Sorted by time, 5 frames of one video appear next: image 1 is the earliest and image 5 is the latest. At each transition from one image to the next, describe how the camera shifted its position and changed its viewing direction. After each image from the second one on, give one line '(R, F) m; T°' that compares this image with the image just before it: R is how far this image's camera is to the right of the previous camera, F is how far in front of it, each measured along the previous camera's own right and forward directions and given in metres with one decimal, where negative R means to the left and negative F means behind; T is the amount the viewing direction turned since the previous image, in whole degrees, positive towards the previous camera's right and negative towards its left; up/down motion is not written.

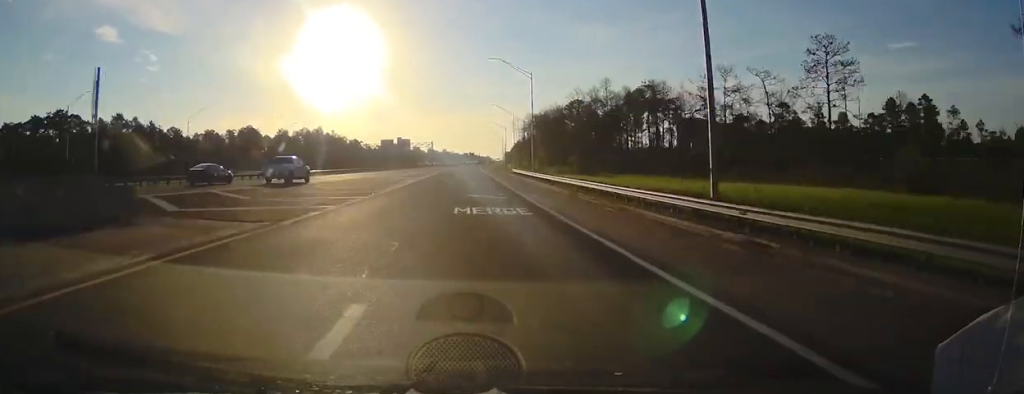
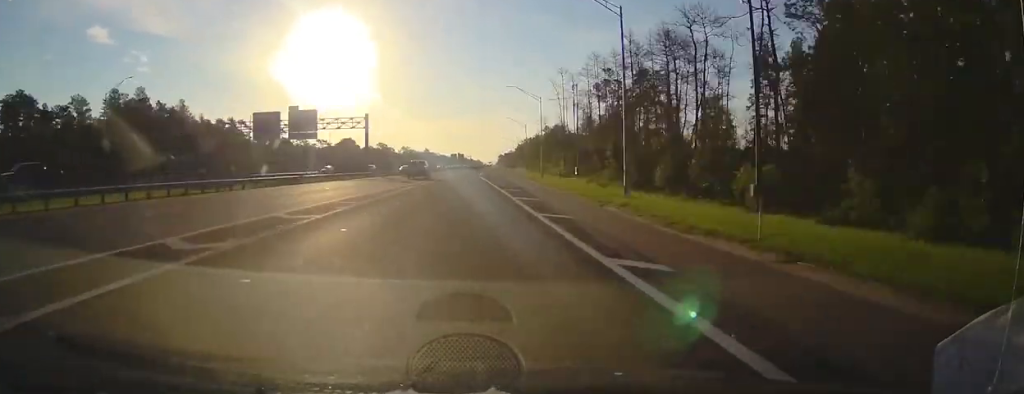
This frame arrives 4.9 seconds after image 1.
(-0.3, +142.0) m; +1°
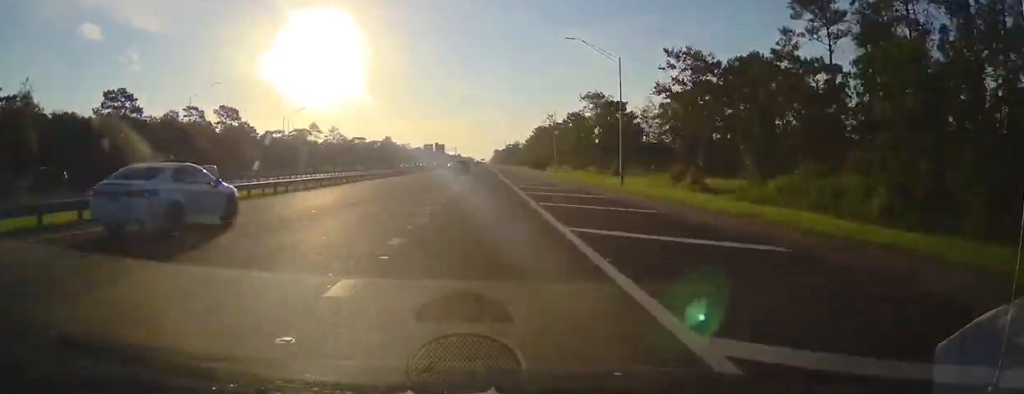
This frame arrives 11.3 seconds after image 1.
(+3.9, +194.4) m; +1°
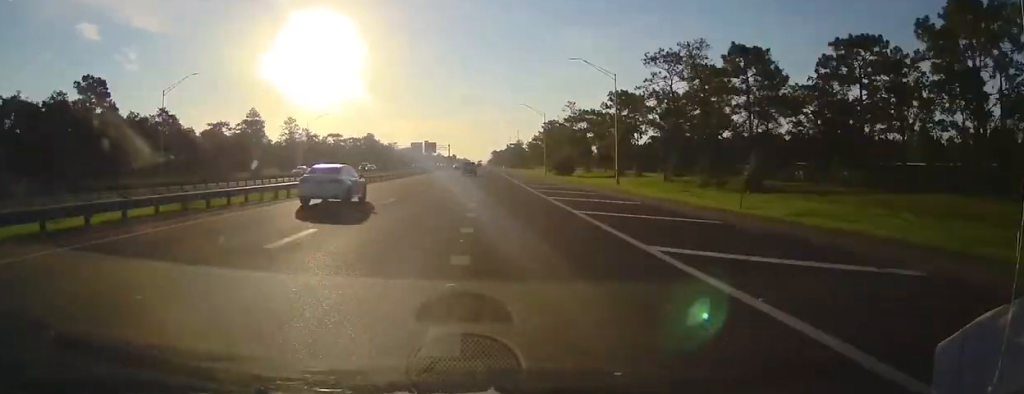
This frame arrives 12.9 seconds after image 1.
(-0.1, +47.9) m; 0°
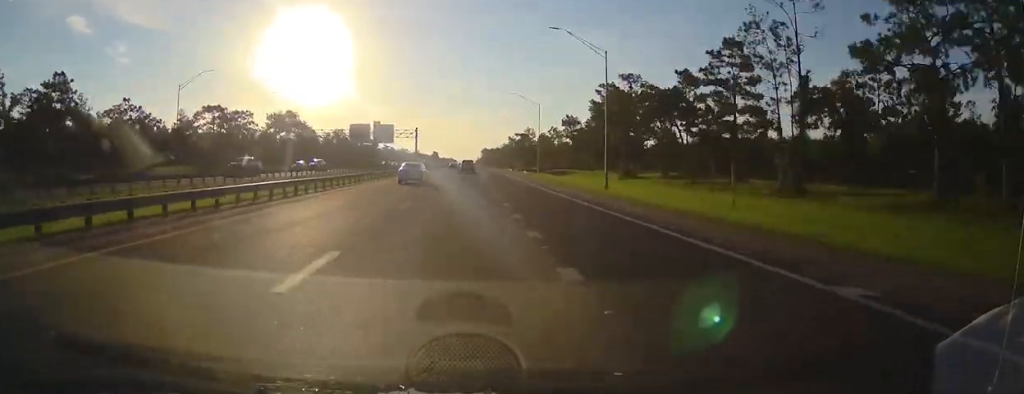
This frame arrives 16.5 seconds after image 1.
(0.0, +114.4) m; 0°
